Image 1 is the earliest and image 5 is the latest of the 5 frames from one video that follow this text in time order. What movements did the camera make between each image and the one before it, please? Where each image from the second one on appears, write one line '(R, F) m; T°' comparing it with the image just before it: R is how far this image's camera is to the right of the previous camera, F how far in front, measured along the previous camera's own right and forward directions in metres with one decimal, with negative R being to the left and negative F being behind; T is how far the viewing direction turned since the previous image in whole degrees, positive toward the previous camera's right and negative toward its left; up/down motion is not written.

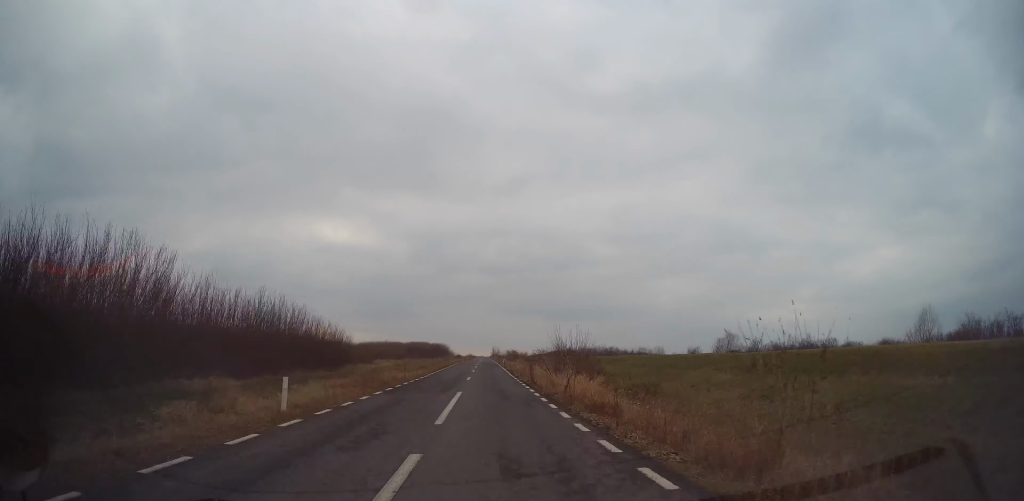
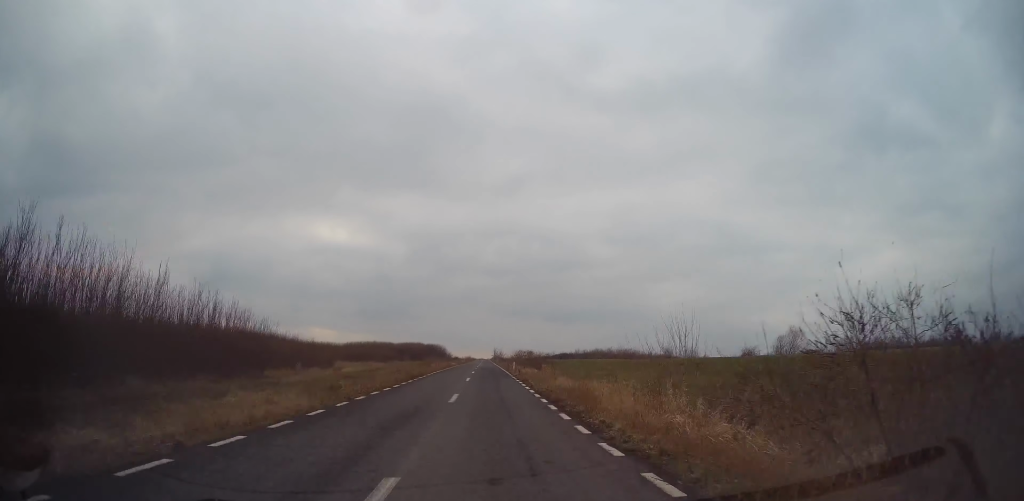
(0.0, +24.7) m; 0°
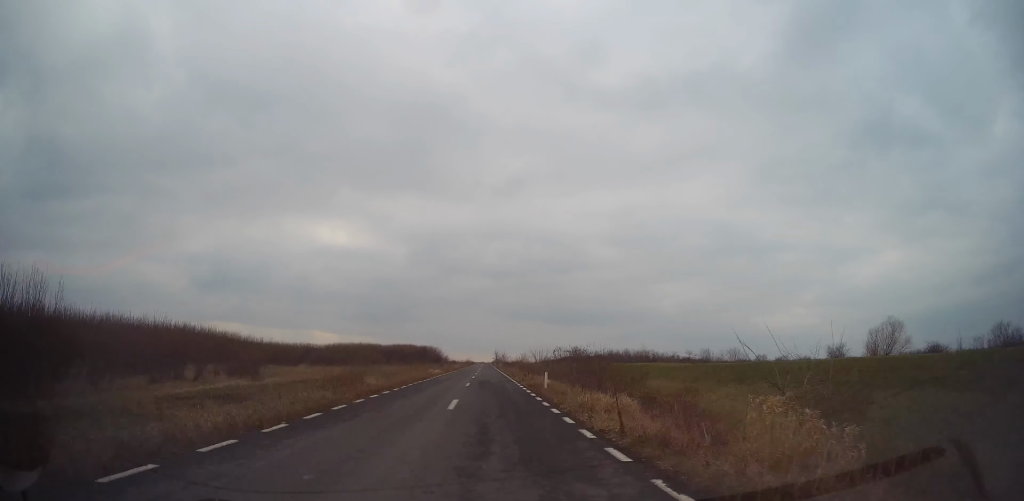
(0.0, +24.7) m; 0°
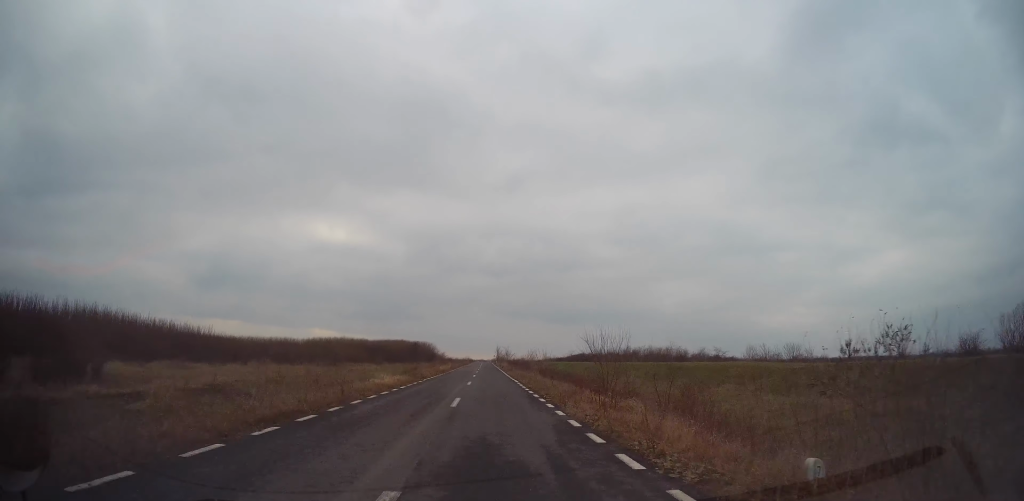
(-0.1, +22.8) m; 0°
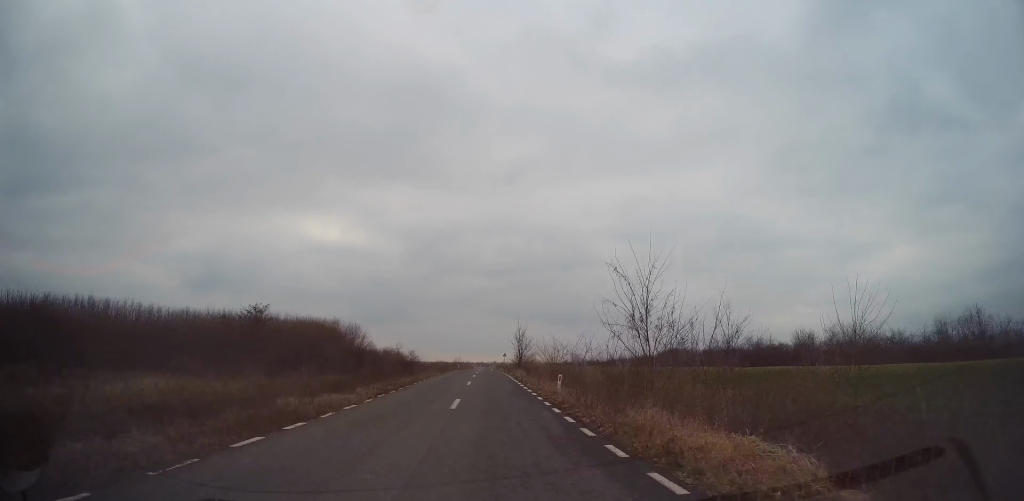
(+0.3, +107.4) m; 0°
